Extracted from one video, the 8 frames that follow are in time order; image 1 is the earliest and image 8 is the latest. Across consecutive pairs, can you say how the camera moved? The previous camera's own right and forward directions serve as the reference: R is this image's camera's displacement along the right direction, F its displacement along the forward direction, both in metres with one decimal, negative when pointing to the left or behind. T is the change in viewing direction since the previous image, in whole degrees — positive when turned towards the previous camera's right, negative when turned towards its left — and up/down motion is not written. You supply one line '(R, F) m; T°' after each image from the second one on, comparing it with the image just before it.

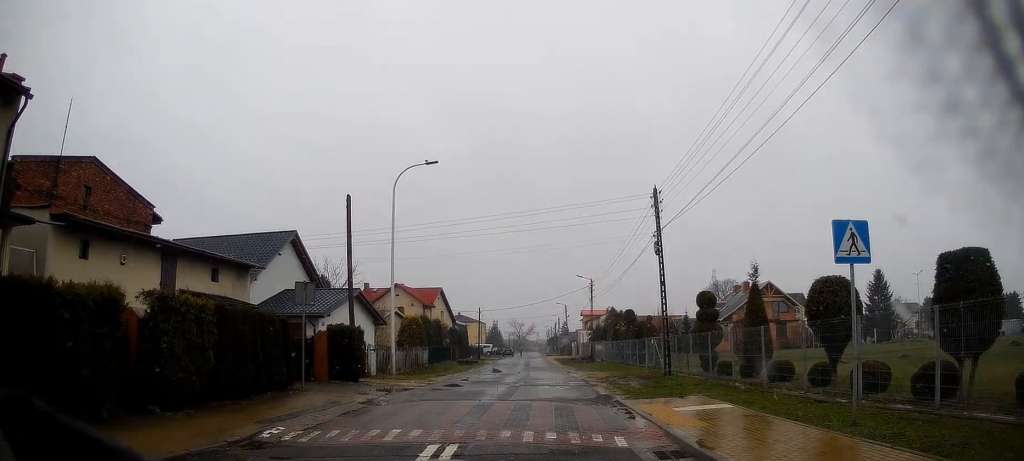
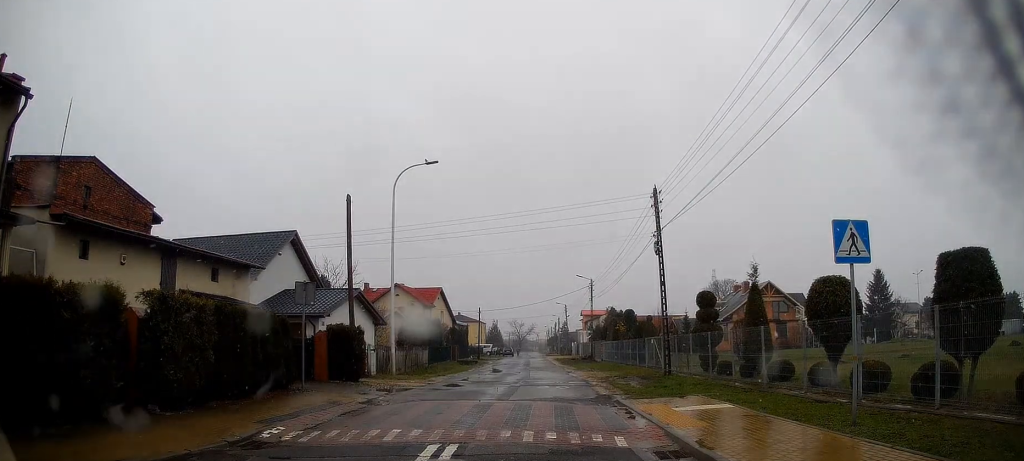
(+0.2, -0.1) m; 0°
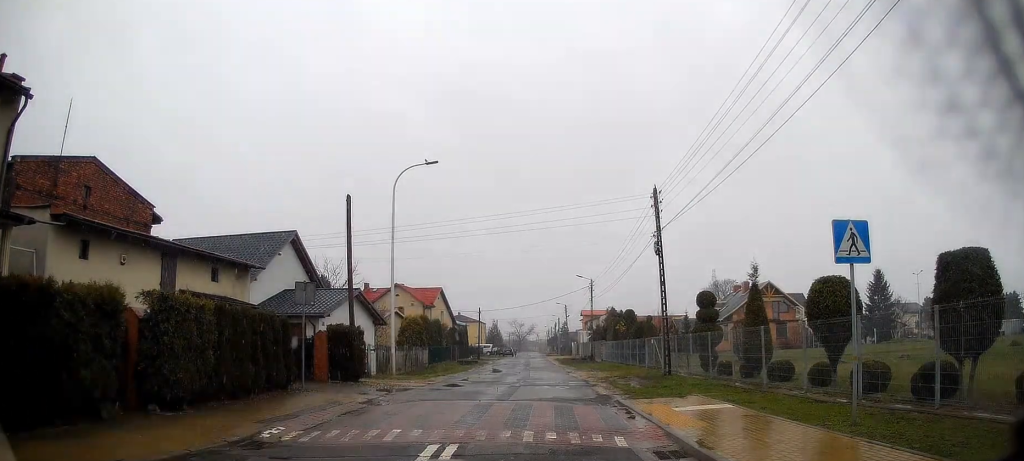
(0.0, 0.0) m; 0°
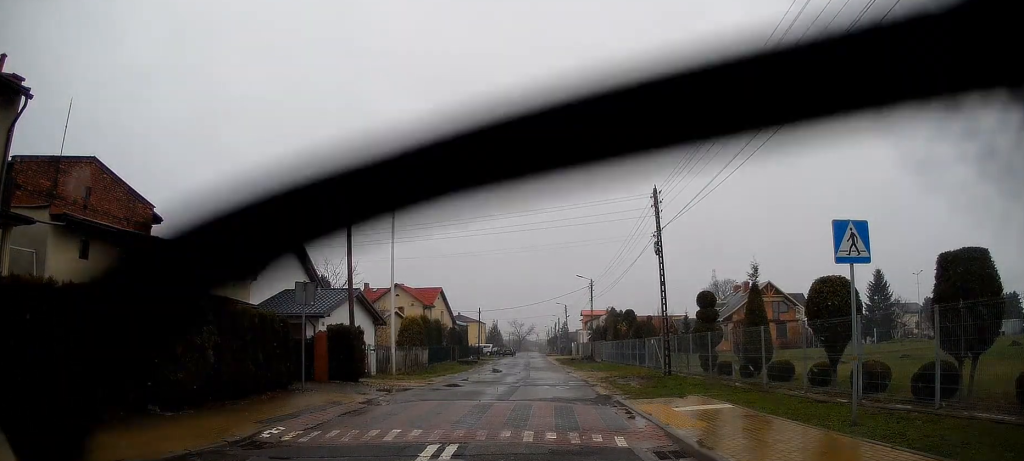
(0.0, 0.0) m; 0°
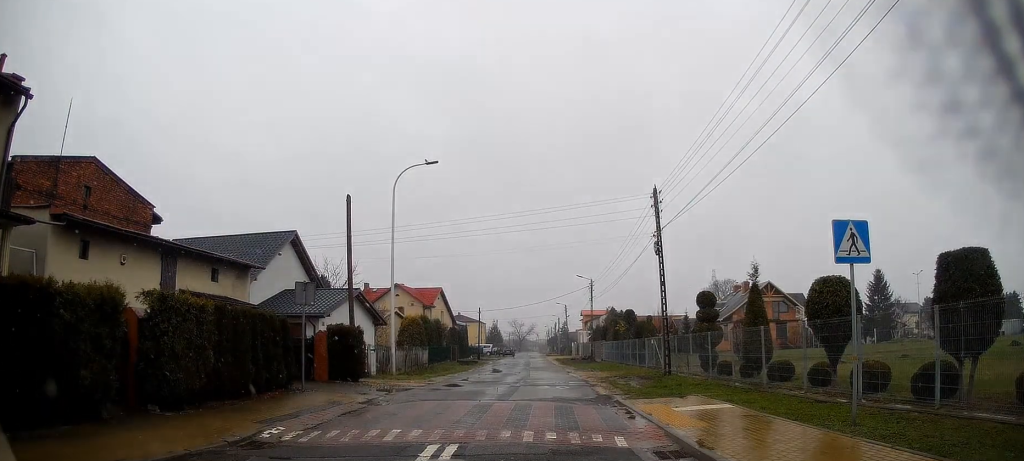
(0.0, 0.0) m; 0°
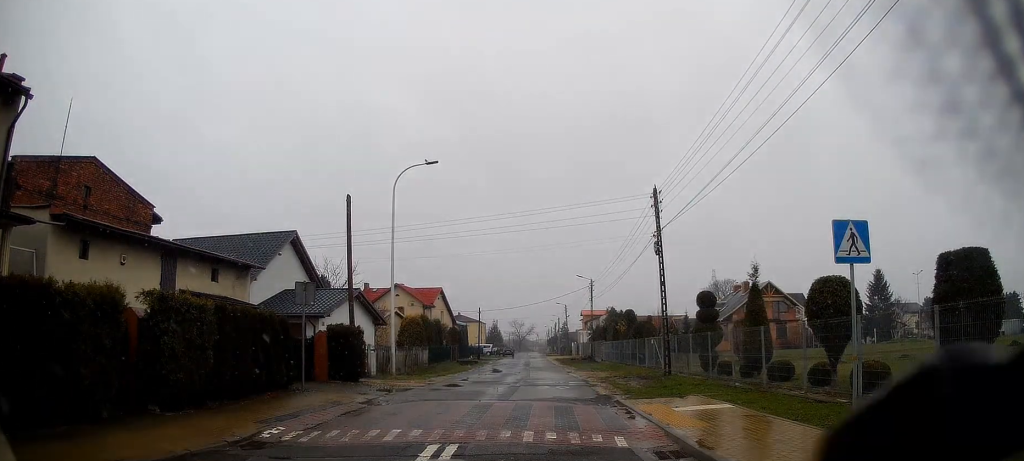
(0.0, 0.0) m; 0°
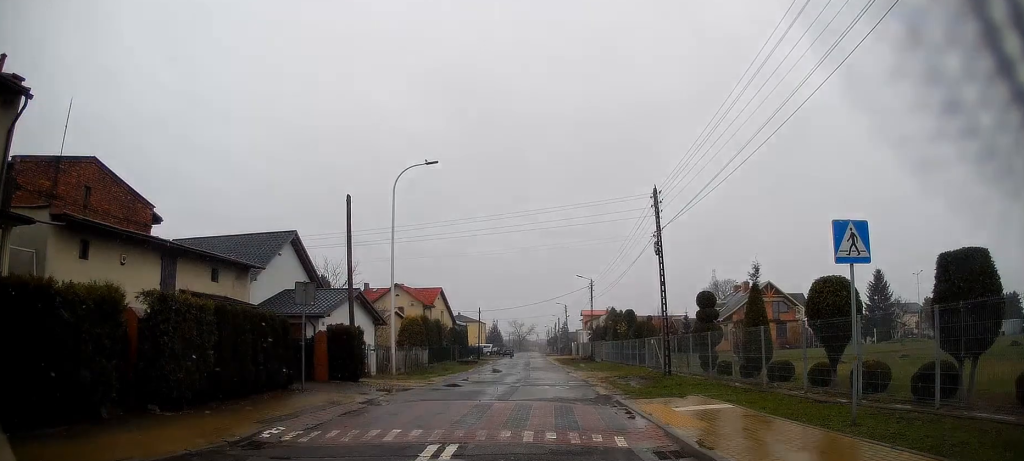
(0.0, 0.0) m; 0°
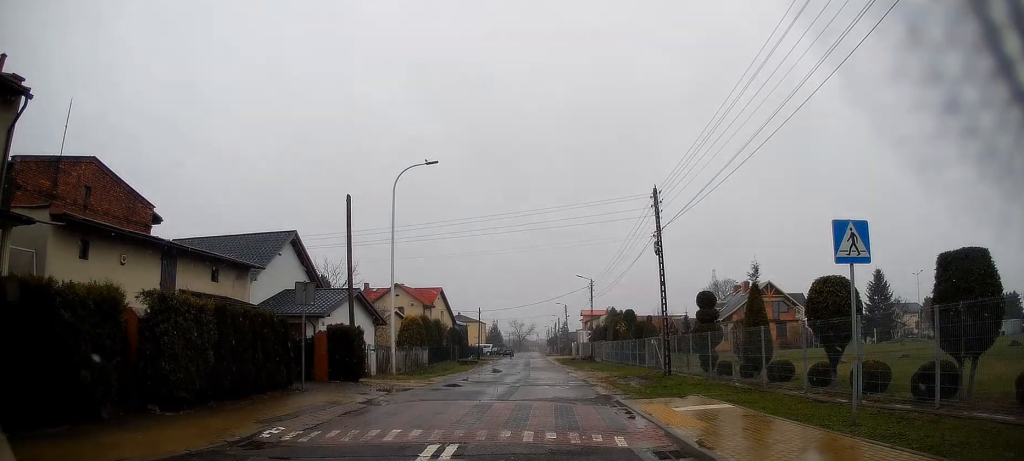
(0.0, 0.0) m; 0°
